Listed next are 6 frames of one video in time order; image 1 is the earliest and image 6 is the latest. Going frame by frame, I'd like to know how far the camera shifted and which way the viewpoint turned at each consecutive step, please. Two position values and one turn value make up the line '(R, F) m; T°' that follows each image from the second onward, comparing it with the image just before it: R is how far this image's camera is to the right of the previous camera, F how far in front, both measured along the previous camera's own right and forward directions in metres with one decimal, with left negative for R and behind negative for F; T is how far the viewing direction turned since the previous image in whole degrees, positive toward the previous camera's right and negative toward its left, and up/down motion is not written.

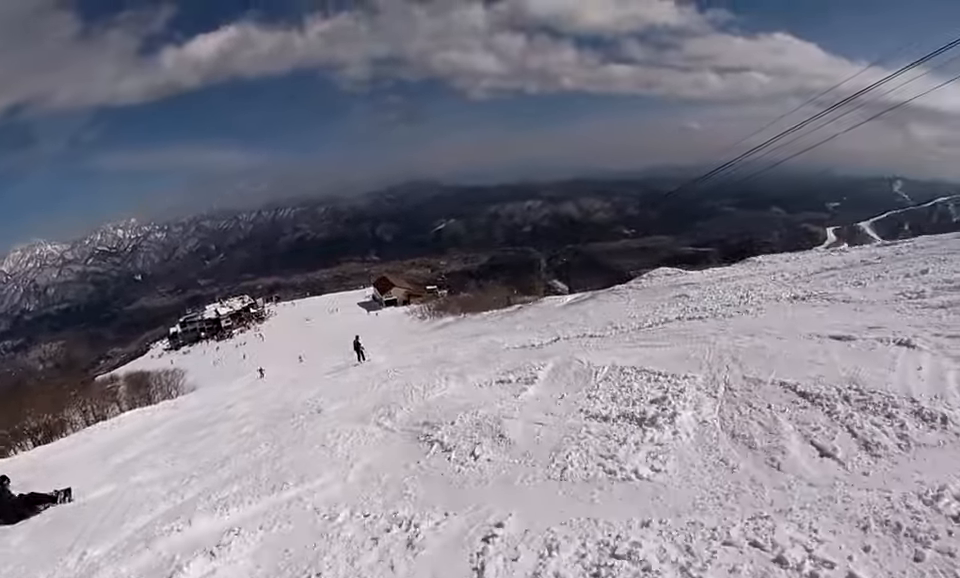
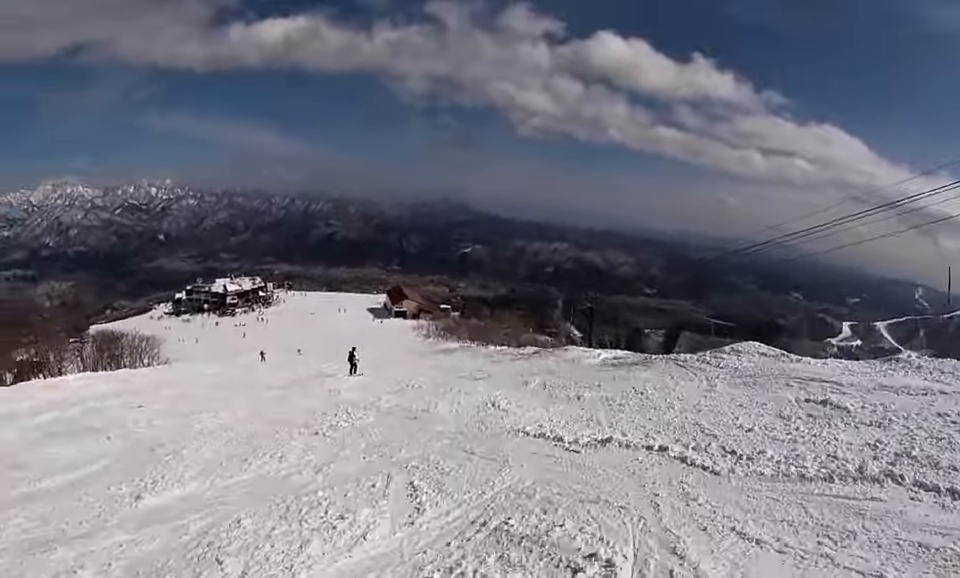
(0.0, +5.6) m; -3°
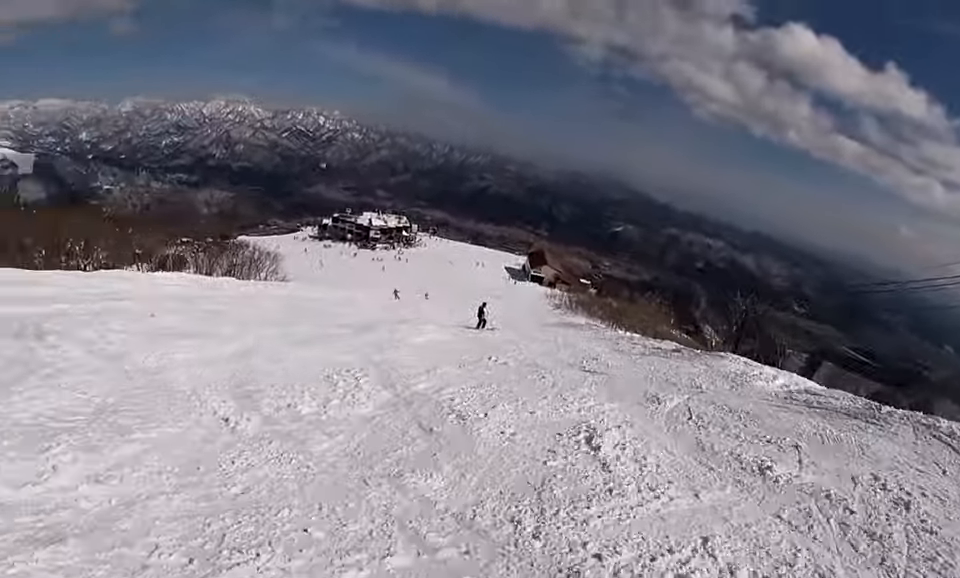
(+0.2, +5.5) m; -6°
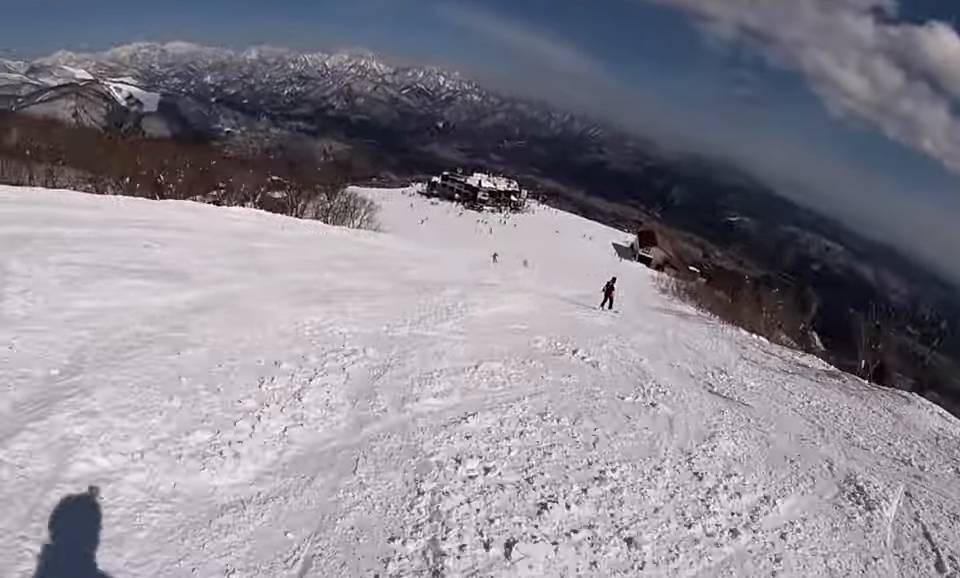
(-0.4, +4.1) m; -1°
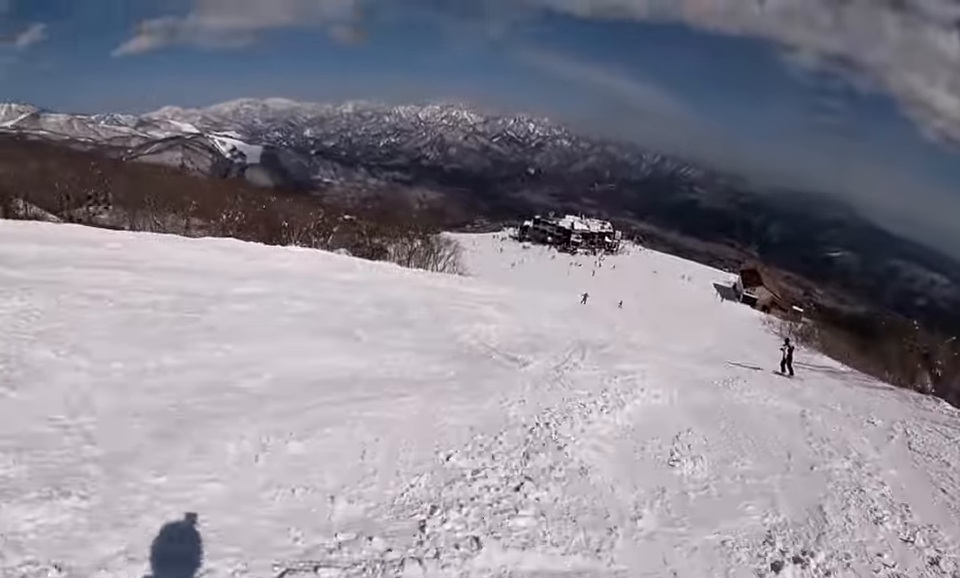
(-0.6, +6.2) m; 0°
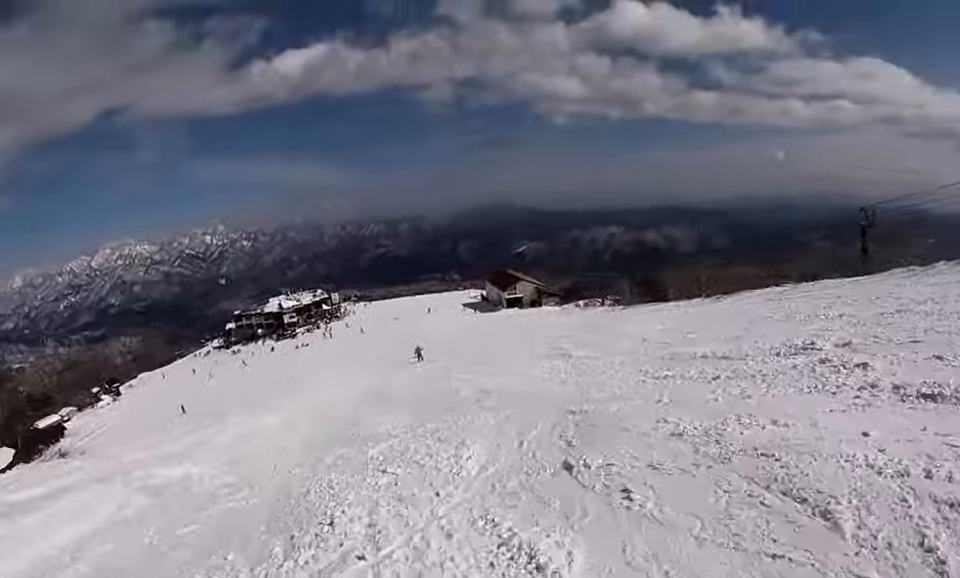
(+4.0, +39.6) m; +23°
